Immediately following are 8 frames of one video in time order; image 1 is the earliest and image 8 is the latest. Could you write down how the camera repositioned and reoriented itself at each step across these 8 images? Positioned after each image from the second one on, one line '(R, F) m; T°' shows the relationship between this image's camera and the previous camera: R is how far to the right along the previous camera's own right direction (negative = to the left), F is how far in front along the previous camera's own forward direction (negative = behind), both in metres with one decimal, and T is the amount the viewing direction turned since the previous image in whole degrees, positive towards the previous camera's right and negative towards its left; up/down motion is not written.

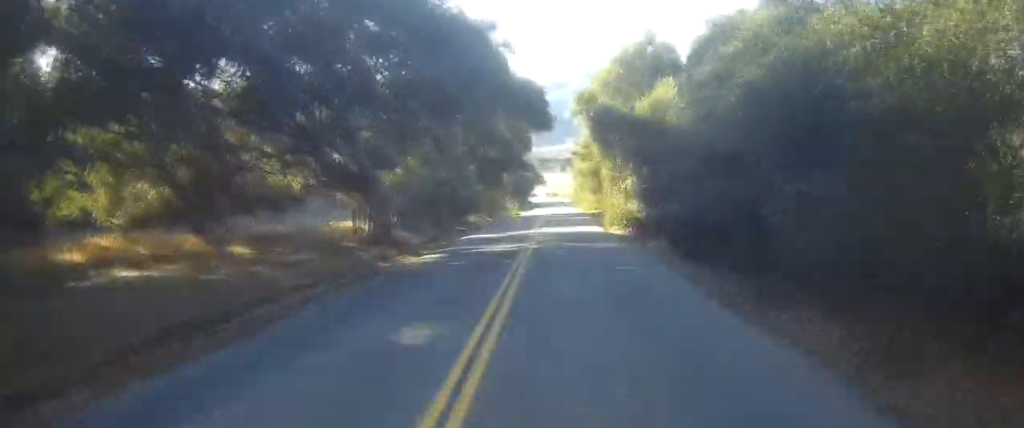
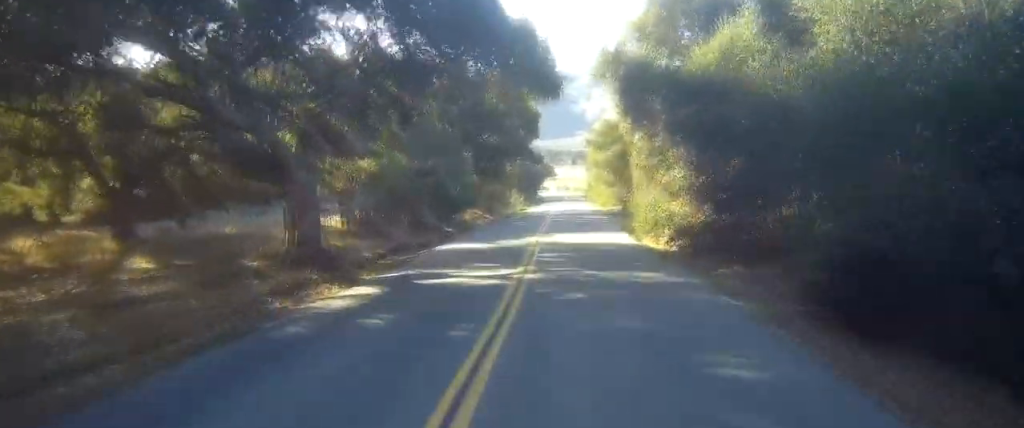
(-0.2, +8.4) m; +2°
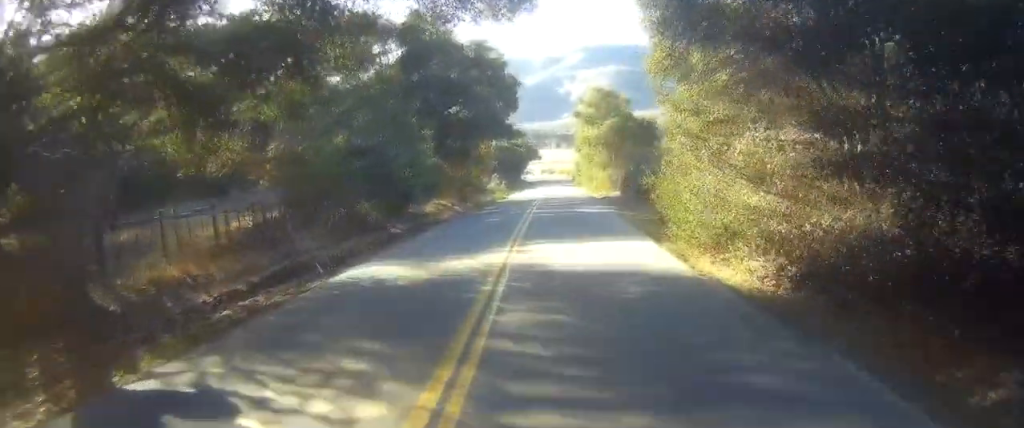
(+0.5, +8.9) m; +2°
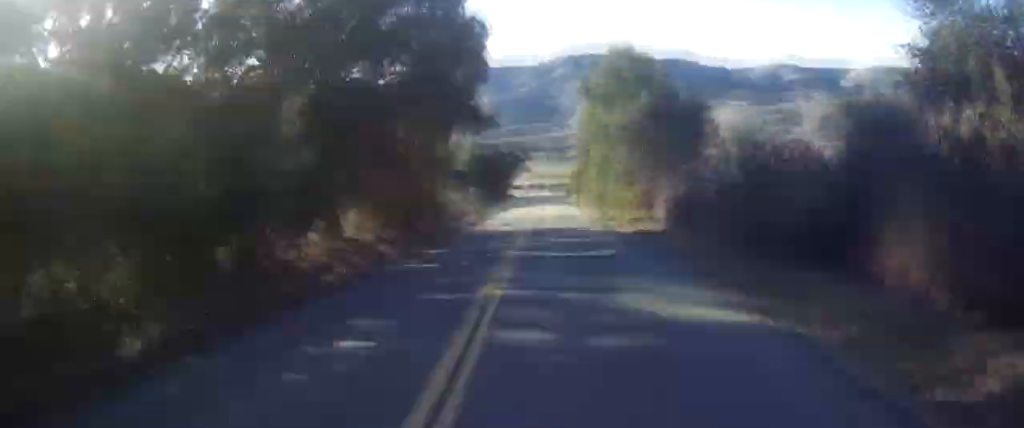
(+0.5, +17.0) m; +1°
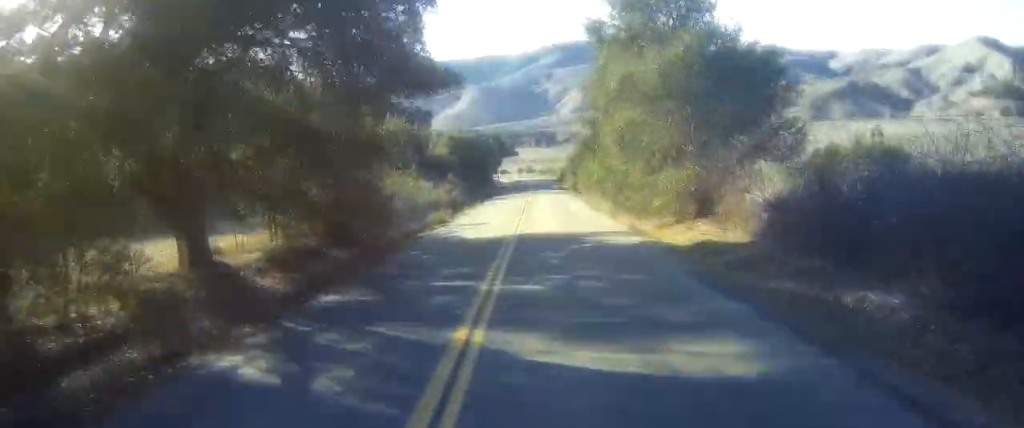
(0.0, +10.3) m; 0°
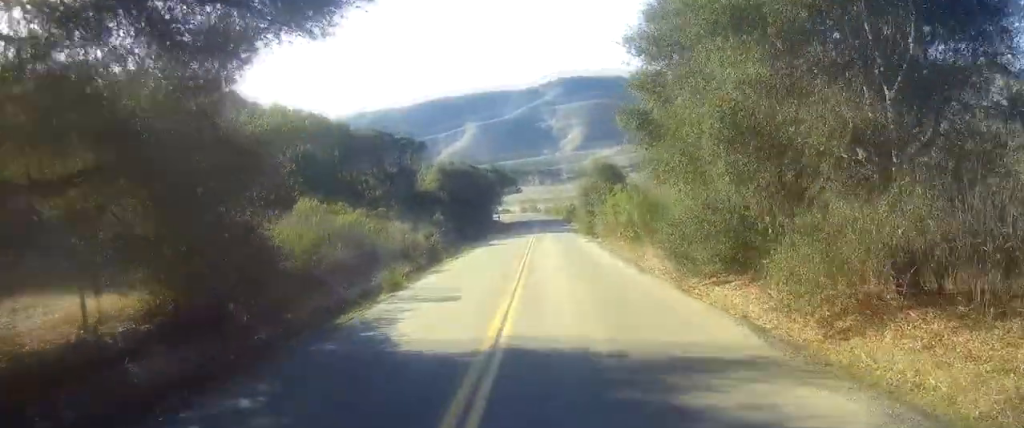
(0.0, +10.6) m; 0°
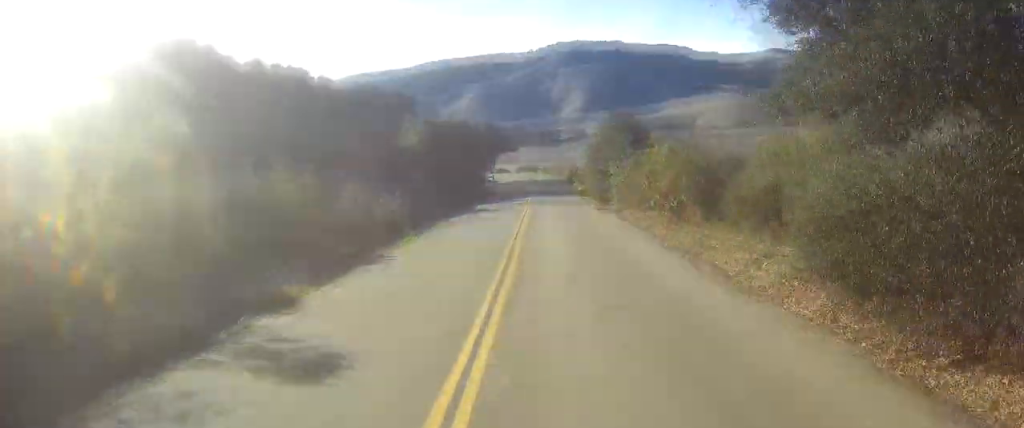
(0.0, +9.1) m; 0°
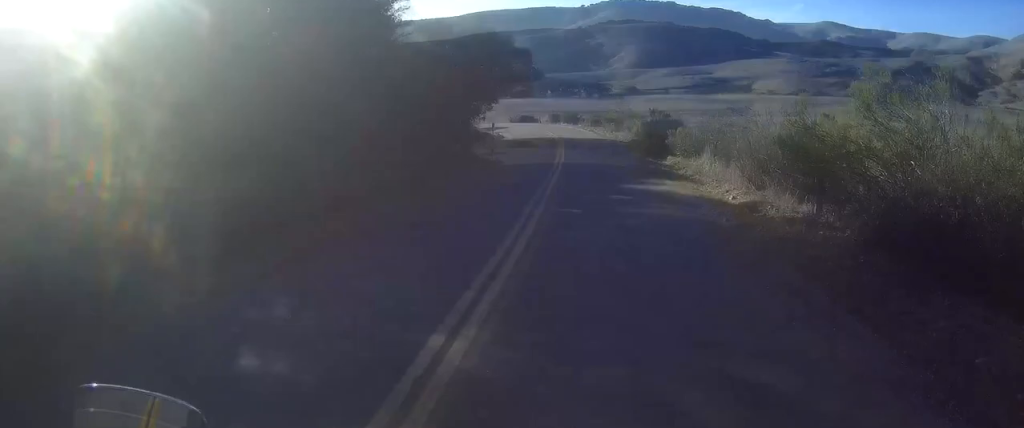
(+1.5, +46.5) m; +3°
